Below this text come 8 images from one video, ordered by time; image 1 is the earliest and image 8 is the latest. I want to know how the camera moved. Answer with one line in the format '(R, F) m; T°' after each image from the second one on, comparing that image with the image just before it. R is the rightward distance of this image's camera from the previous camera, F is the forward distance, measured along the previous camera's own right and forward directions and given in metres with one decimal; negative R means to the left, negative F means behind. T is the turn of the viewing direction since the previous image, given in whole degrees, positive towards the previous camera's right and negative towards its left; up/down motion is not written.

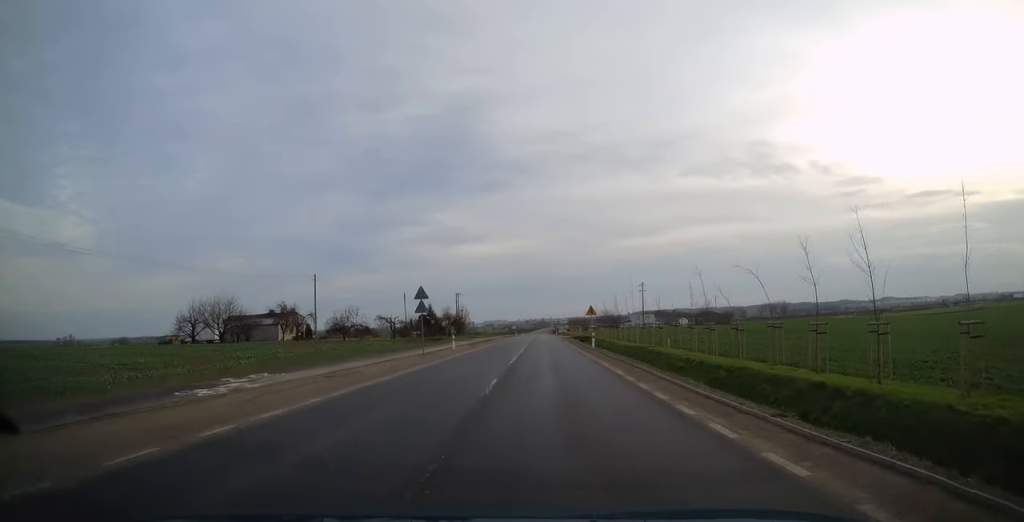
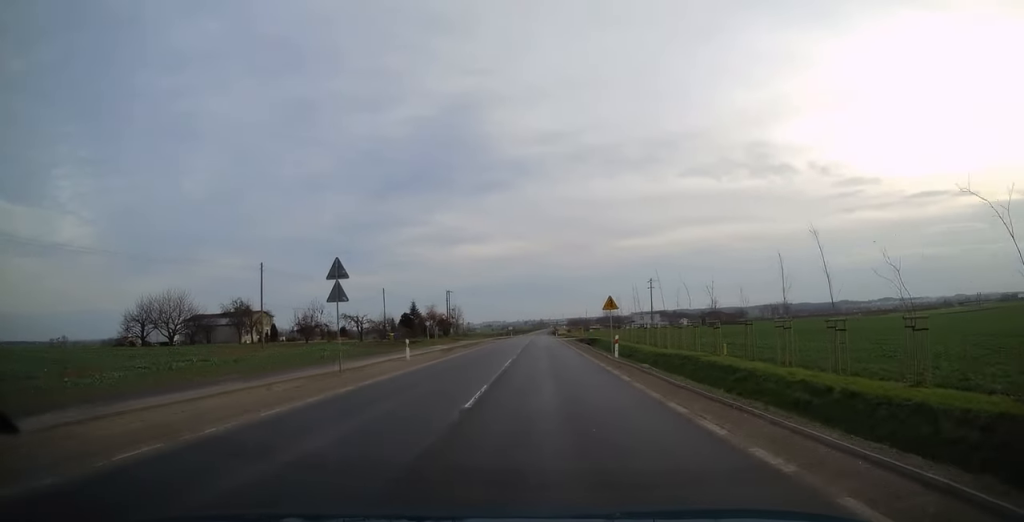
(+0.2, +13.8) m; 0°
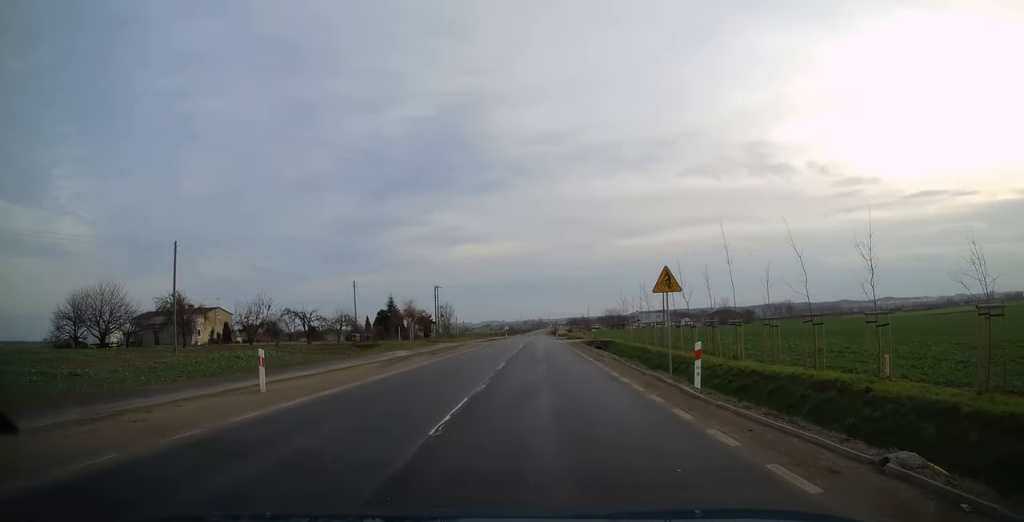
(-0.3, +14.8) m; 0°
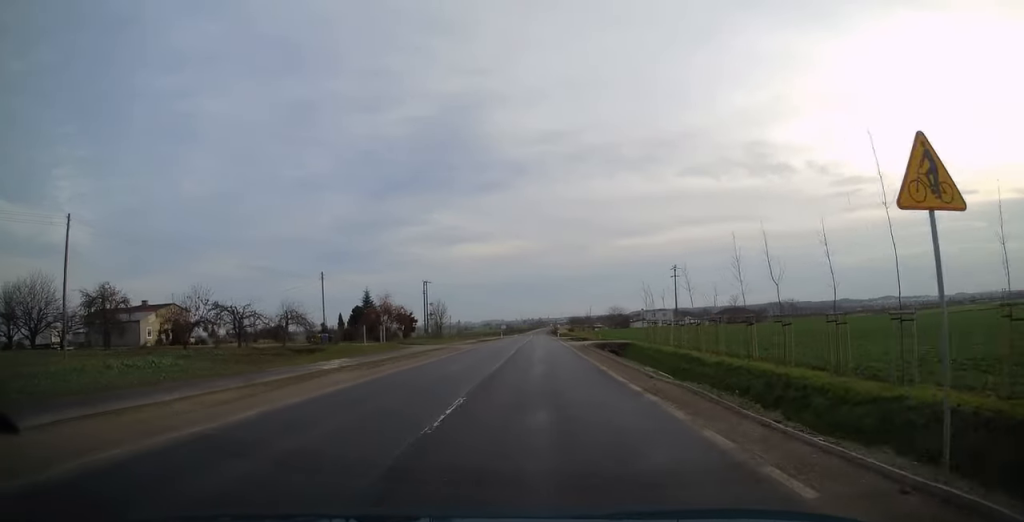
(+0.1, +12.1) m; 0°
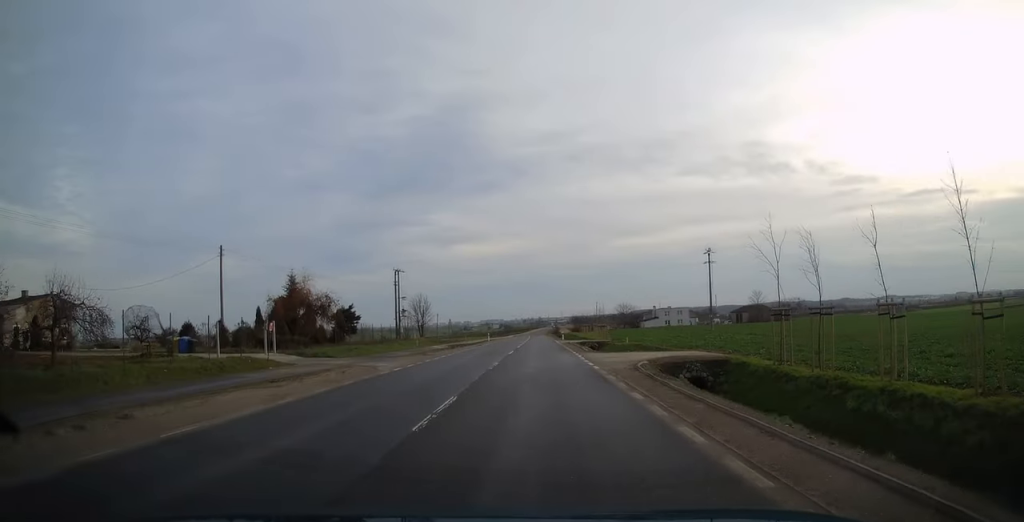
(0.0, +23.5) m; 0°
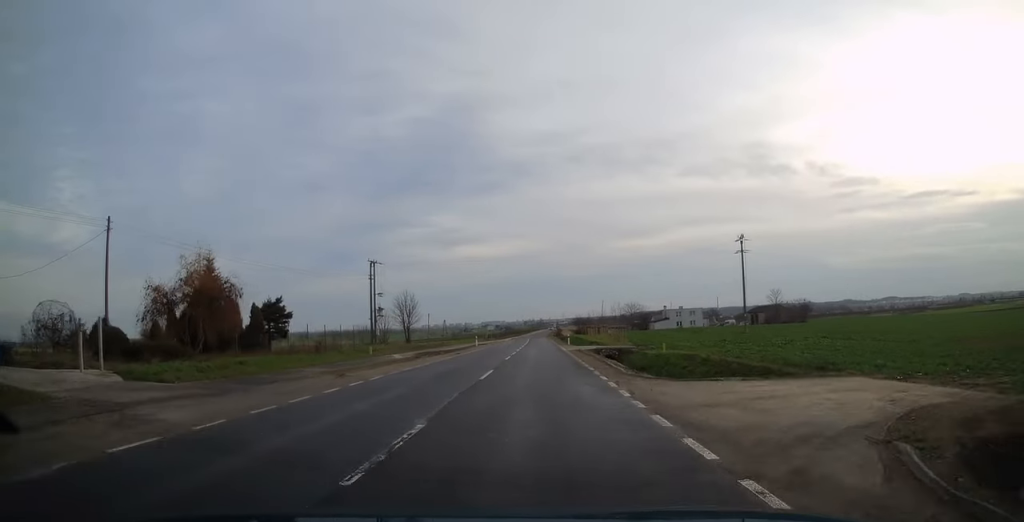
(+0.1, +14.7) m; 0°
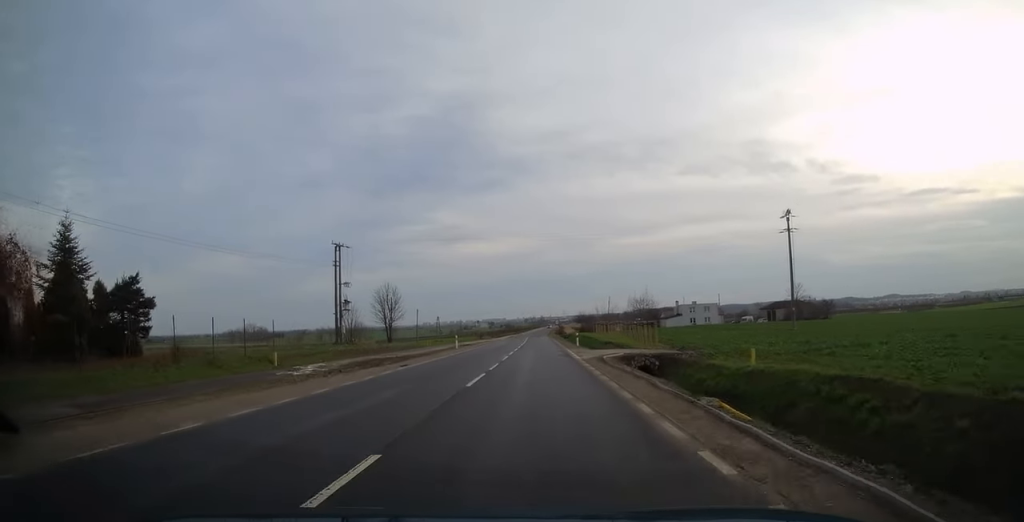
(+0.1, +14.7) m; 0°
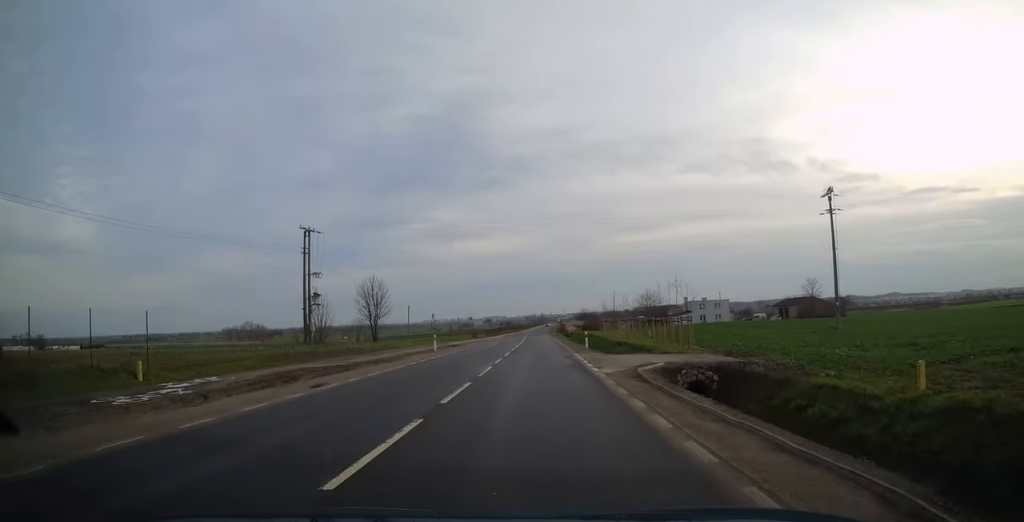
(-0.2, +9.5) m; 0°
